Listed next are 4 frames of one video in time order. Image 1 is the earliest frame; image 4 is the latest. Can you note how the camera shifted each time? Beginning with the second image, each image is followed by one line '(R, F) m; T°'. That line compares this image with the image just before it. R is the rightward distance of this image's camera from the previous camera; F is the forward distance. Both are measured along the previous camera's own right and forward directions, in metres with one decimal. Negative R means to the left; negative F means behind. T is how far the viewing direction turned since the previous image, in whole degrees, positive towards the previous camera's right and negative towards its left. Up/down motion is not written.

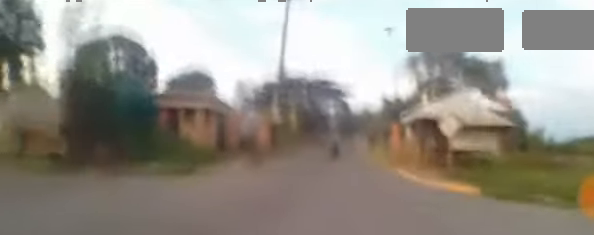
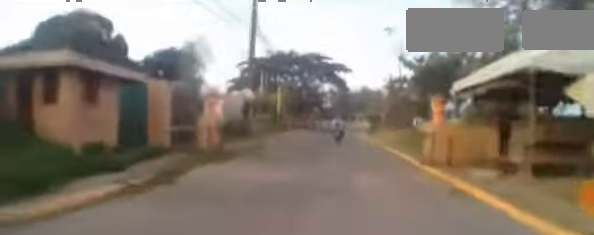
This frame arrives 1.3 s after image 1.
(-0.1, +7.7) m; 0°
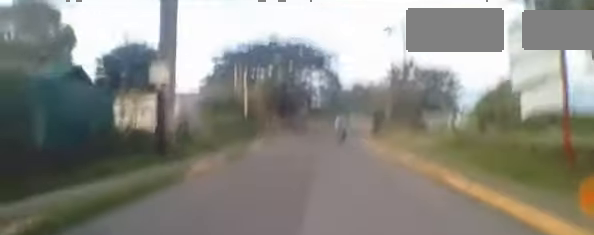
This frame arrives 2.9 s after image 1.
(-0.1, +9.1) m; +2°
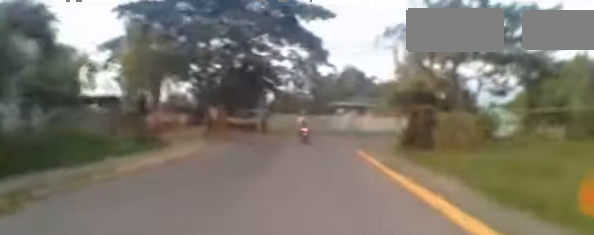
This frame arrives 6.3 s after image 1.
(+1.1, +19.1) m; +3°
